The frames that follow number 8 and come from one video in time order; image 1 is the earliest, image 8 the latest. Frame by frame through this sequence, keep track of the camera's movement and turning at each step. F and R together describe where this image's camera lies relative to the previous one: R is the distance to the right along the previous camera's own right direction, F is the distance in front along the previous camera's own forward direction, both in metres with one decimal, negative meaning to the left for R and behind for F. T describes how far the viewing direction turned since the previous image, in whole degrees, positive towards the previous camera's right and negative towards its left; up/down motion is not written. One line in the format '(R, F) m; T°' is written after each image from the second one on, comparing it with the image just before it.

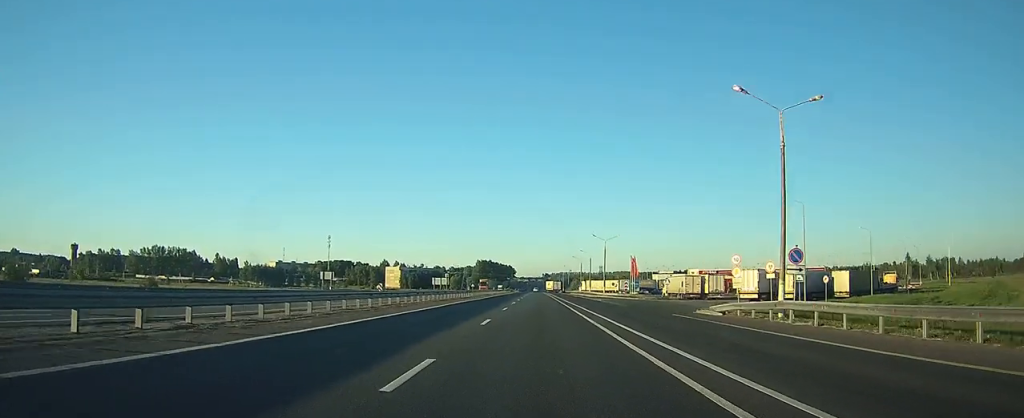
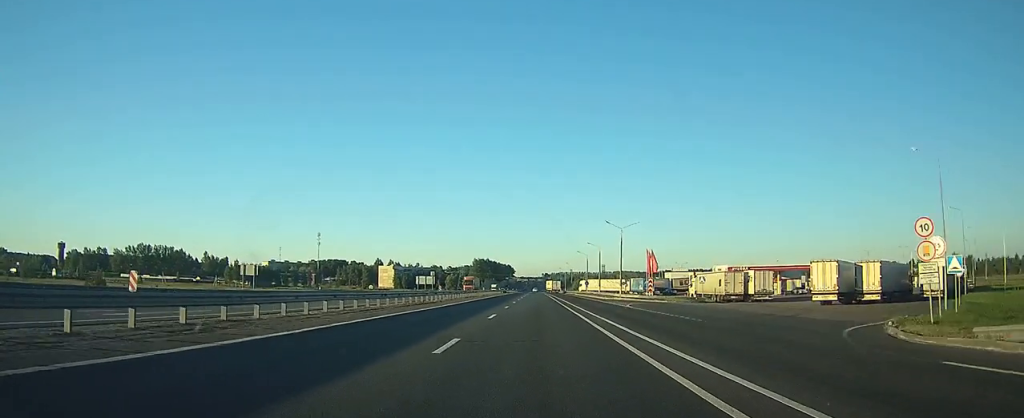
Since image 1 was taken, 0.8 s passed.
(0.0, +19.9) m; 0°
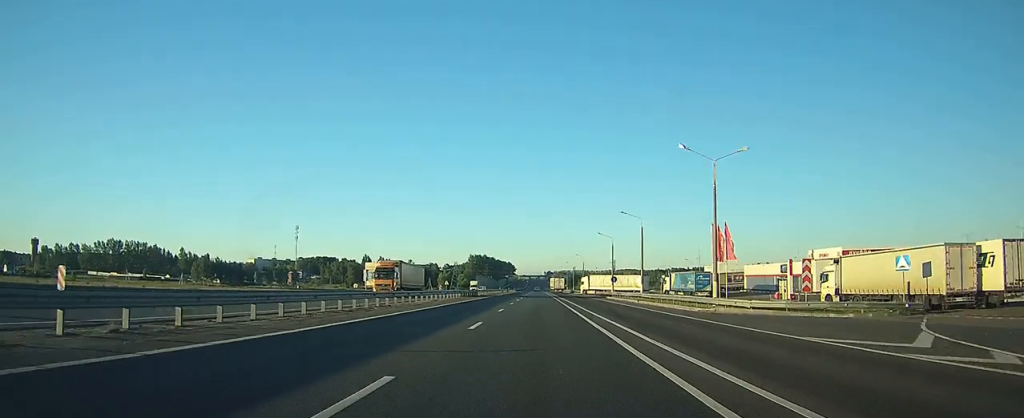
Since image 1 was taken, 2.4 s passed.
(-0.2, +41.9) m; -1°
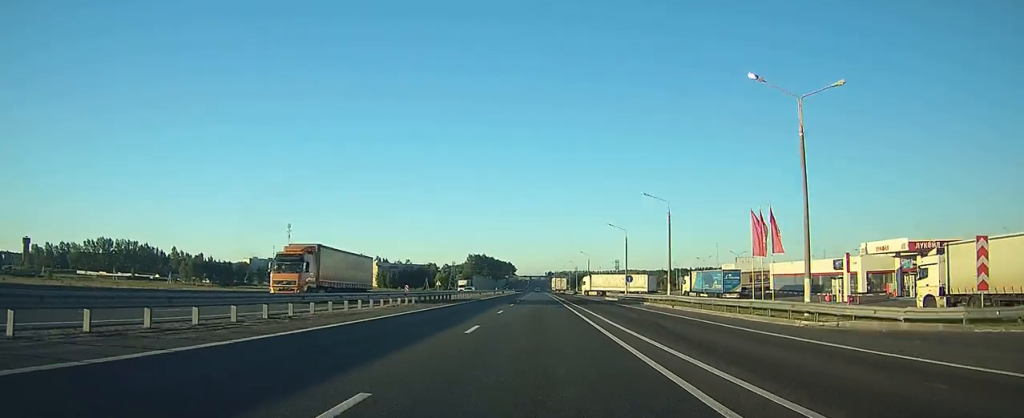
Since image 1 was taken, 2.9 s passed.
(0.0, +13.1) m; 0°
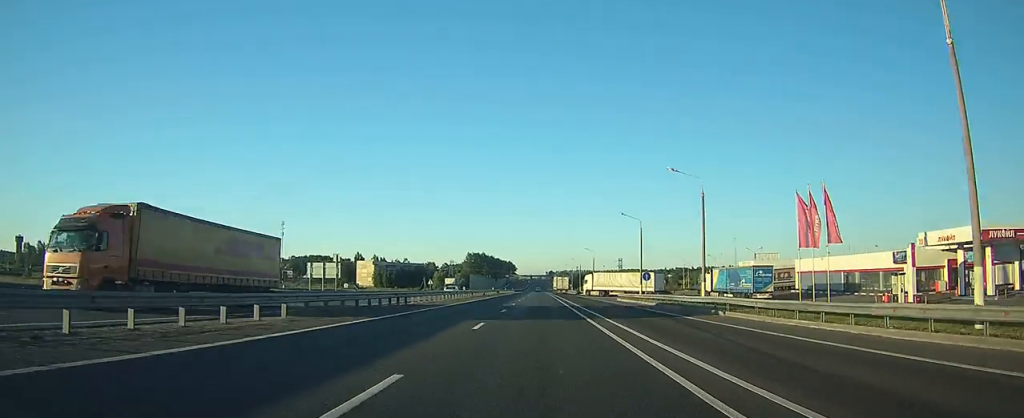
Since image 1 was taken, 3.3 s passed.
(0.0, +10.5) m; 0°
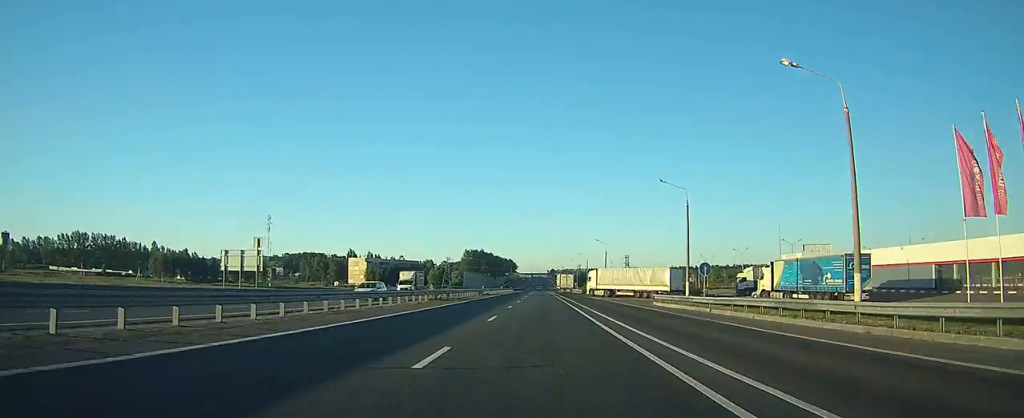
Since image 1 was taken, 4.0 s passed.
(0.0, +20.2) m; 0°
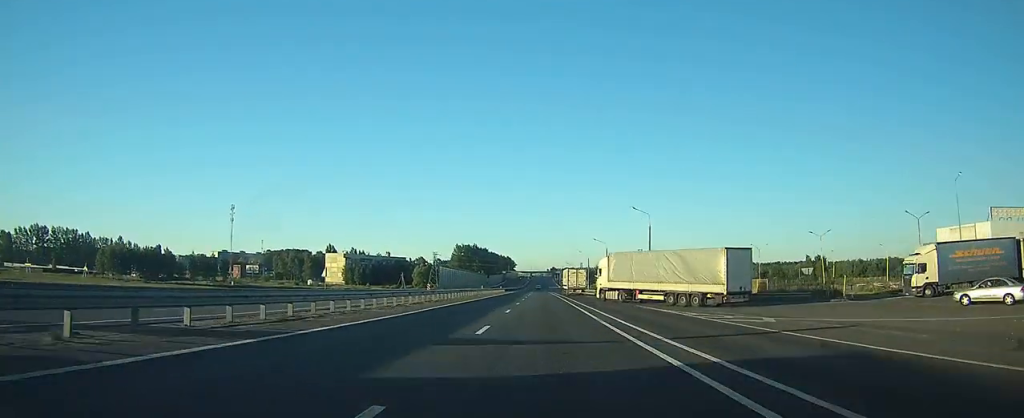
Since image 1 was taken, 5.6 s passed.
(0.0, +41.2) m; 0°
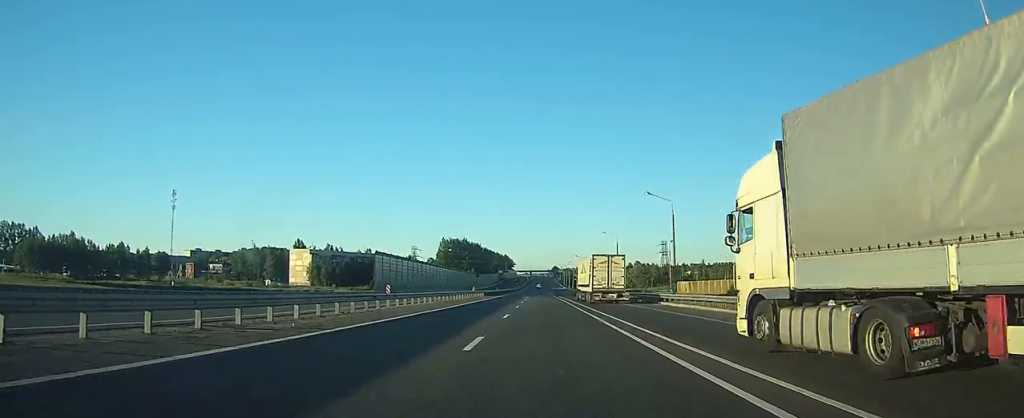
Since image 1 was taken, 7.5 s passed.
(+0.1, +50.8) m; 0°
